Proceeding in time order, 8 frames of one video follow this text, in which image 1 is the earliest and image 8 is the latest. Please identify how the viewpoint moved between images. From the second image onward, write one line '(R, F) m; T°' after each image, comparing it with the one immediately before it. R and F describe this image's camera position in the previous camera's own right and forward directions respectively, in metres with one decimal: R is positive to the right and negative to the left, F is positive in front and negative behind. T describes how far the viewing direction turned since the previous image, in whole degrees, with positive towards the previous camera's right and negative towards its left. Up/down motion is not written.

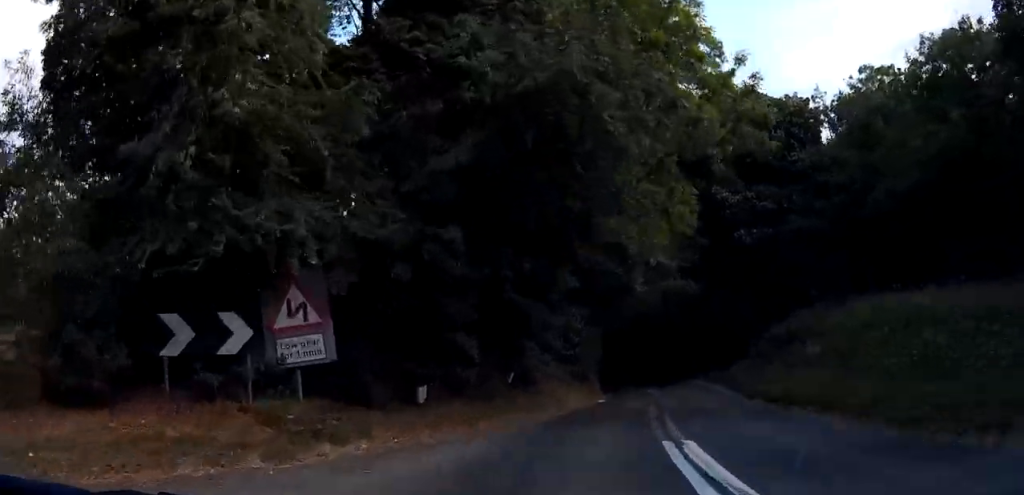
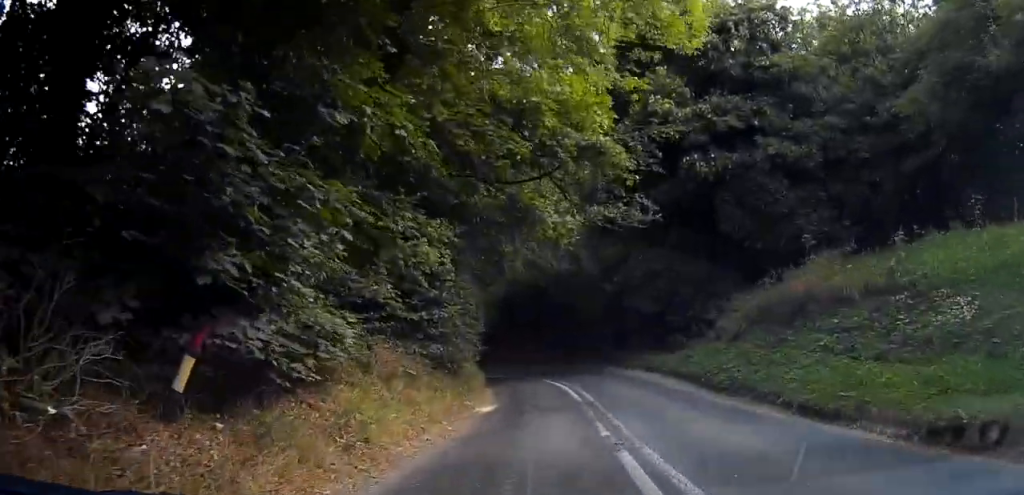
(+1.3, +11.8) m; +9°
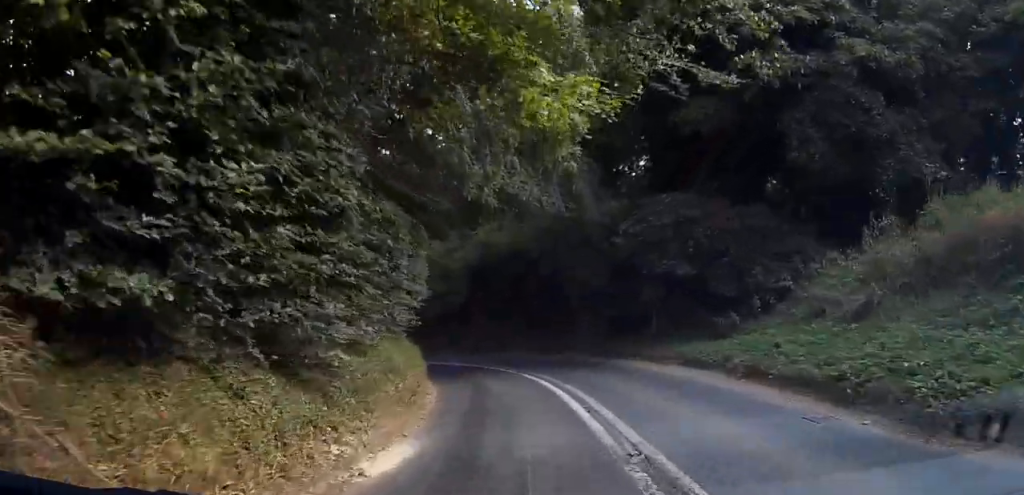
(+0.1, +4.7) m; -3°
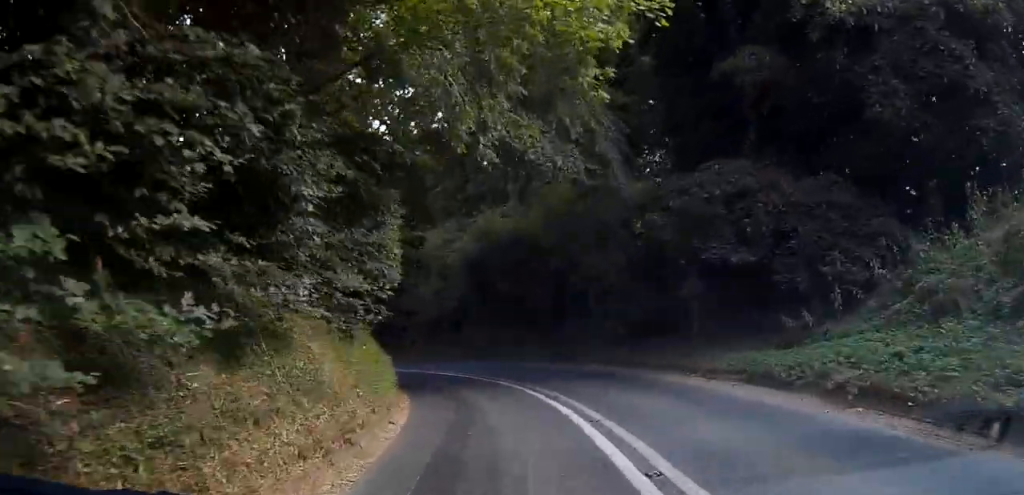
(-0.1, +1.7) m; -3°
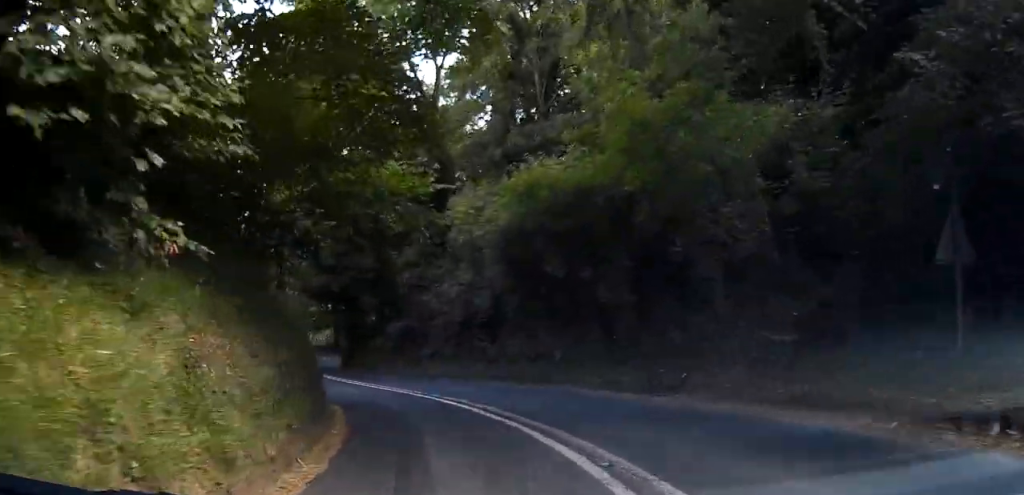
(-0.4, +6.6) m; -4°
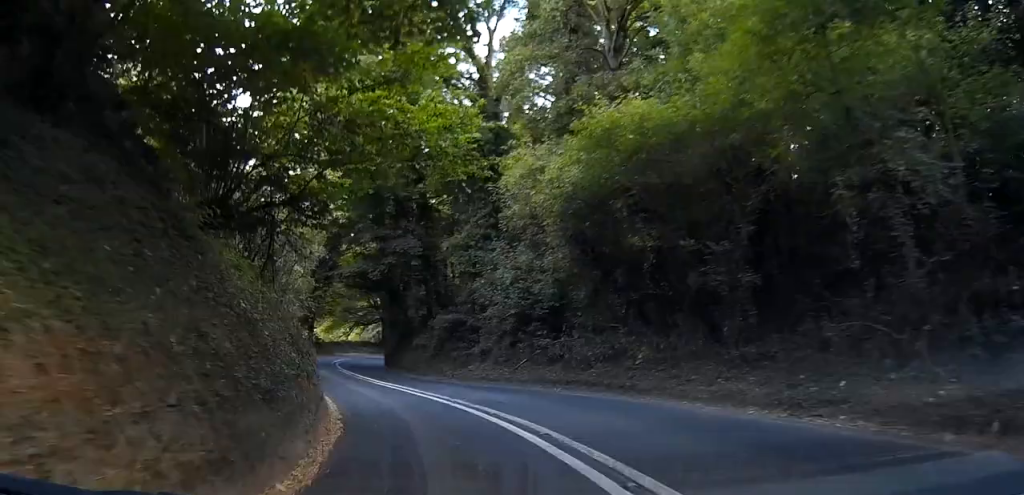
(0.0, +4.5) m; 0°
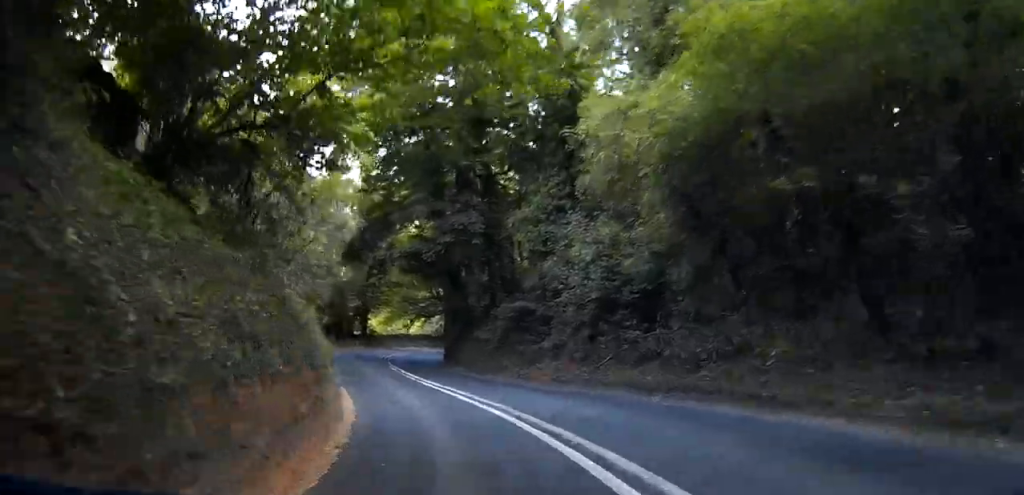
(0.0, +5.6) m; 0°
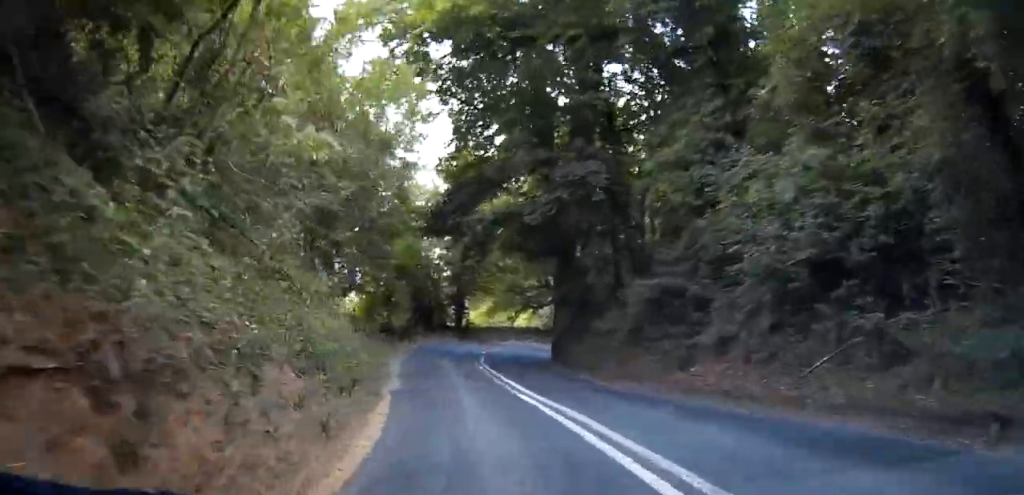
(0.0, +8.7) m; -1°
